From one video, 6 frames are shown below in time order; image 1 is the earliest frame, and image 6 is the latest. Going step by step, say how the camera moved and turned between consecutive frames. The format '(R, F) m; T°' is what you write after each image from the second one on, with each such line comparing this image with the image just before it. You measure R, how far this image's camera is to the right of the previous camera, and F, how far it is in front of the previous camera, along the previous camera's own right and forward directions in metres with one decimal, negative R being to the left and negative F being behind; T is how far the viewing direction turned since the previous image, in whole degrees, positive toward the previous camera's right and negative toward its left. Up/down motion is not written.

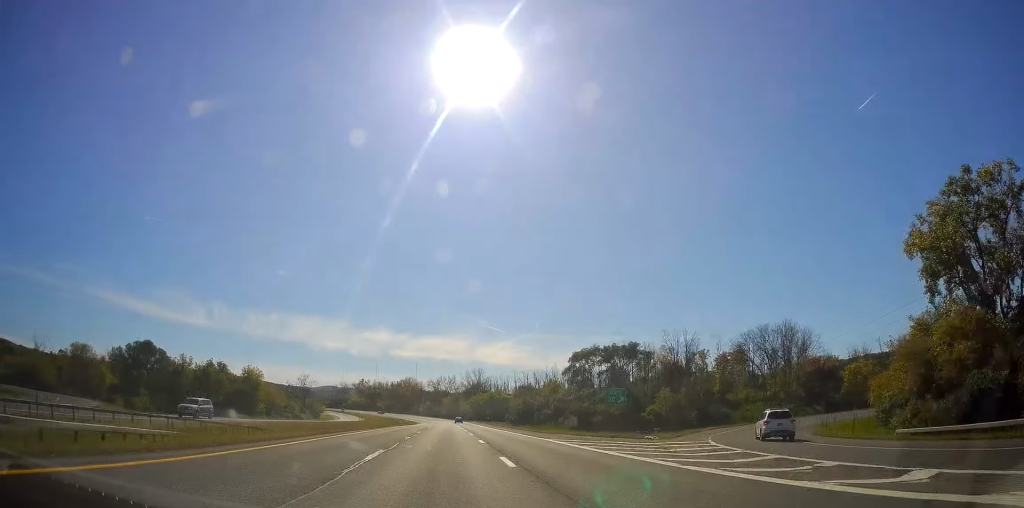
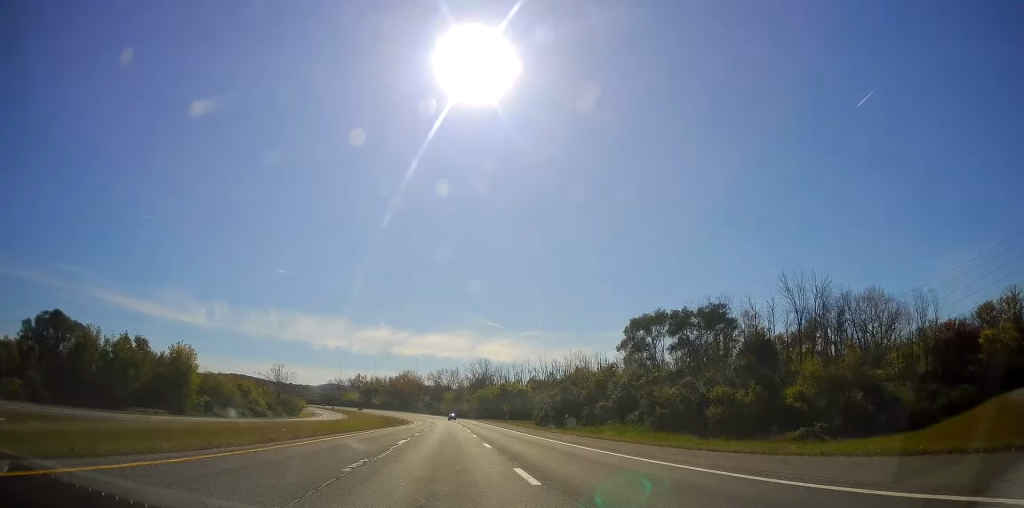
(0.0, +40.2) m; -1°
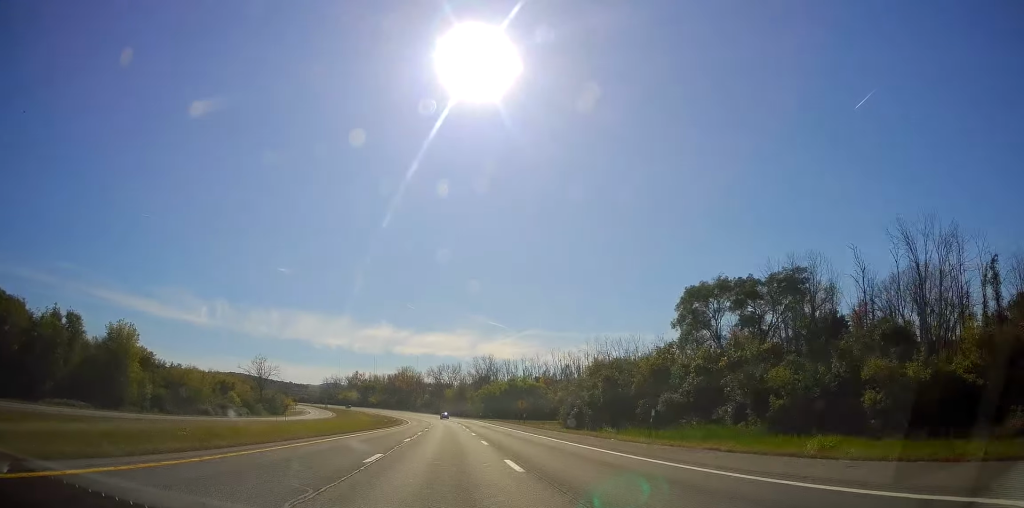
(-0.2, +21.6) m; 0°
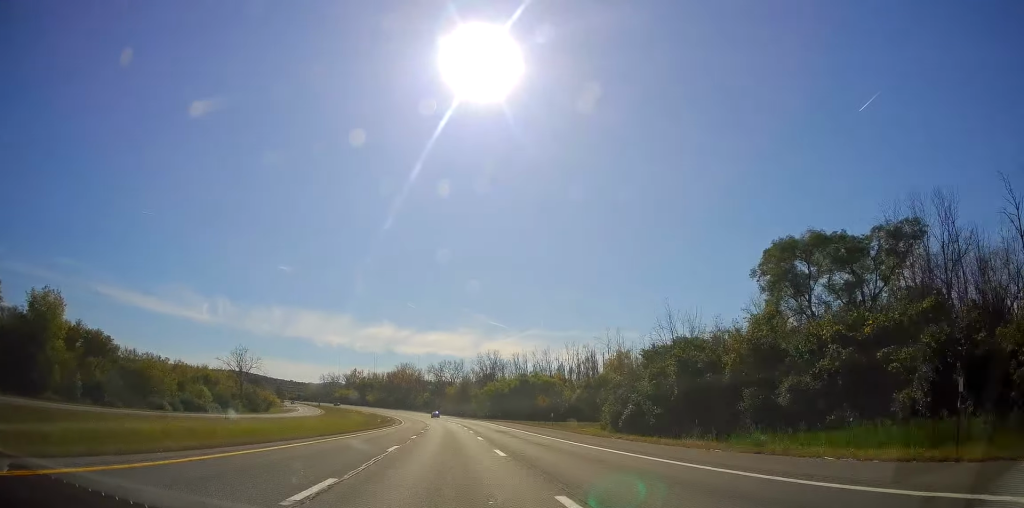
(+0.1, +19.7) m; 0°
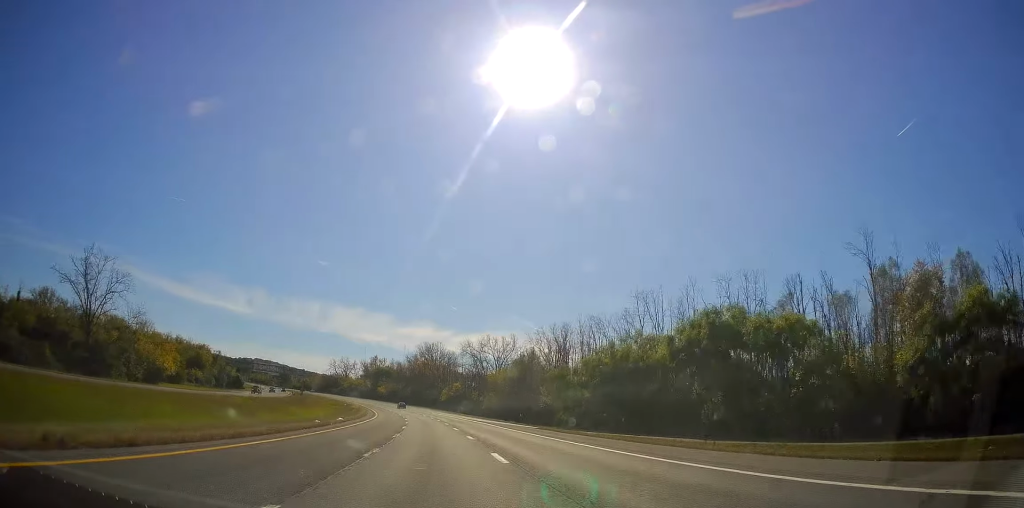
(-1.1, +88.5) m; -2°
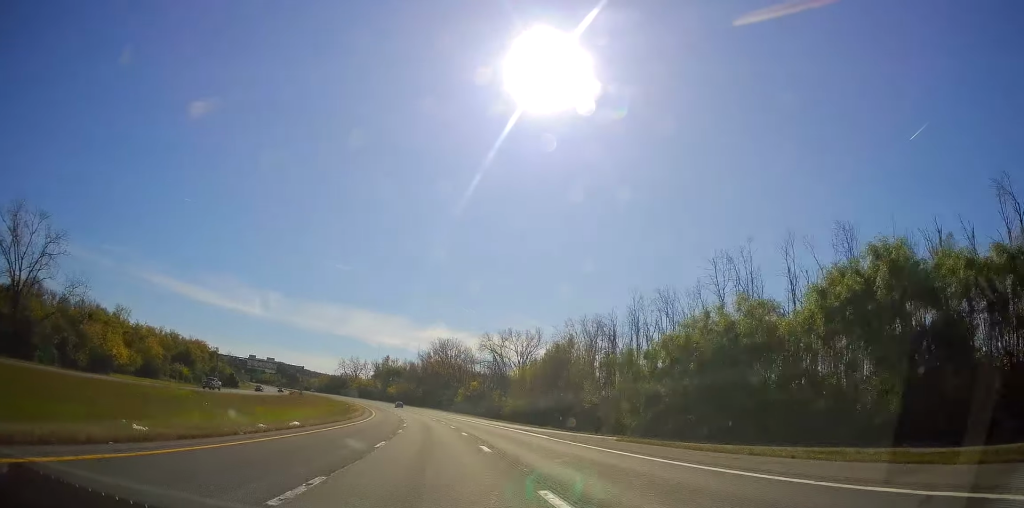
(+0.1, +20.6) m; -1°
